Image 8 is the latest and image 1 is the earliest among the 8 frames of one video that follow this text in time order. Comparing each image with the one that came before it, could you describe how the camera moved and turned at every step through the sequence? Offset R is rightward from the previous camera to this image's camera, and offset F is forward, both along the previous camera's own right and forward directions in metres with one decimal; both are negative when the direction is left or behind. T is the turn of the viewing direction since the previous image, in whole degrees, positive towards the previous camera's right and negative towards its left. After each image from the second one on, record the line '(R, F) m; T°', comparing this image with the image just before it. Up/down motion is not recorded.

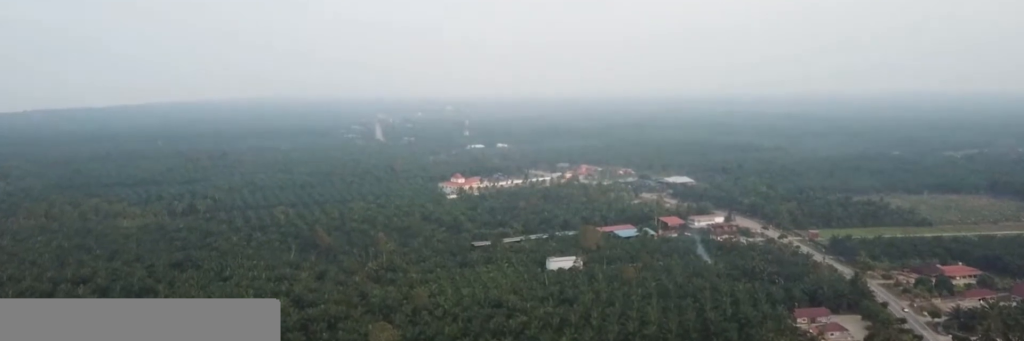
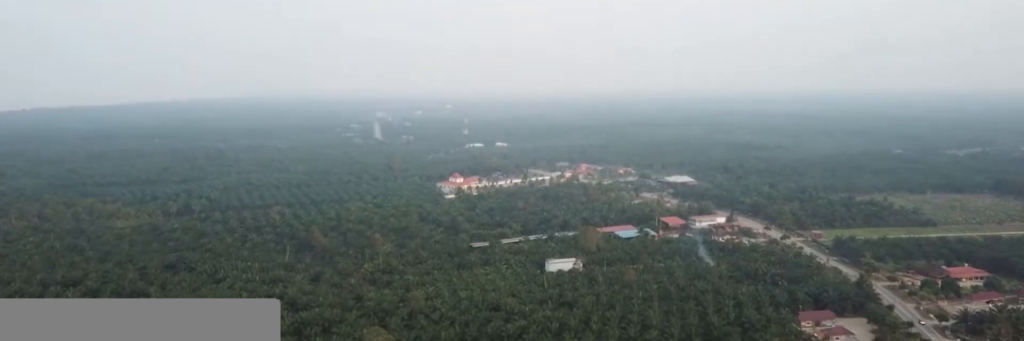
(0.0, +7.6) m; 0°
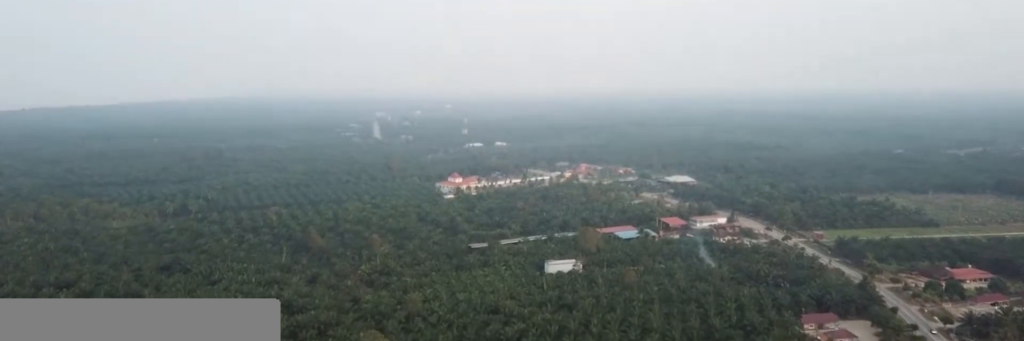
(0.0, +4.5) m; 0°
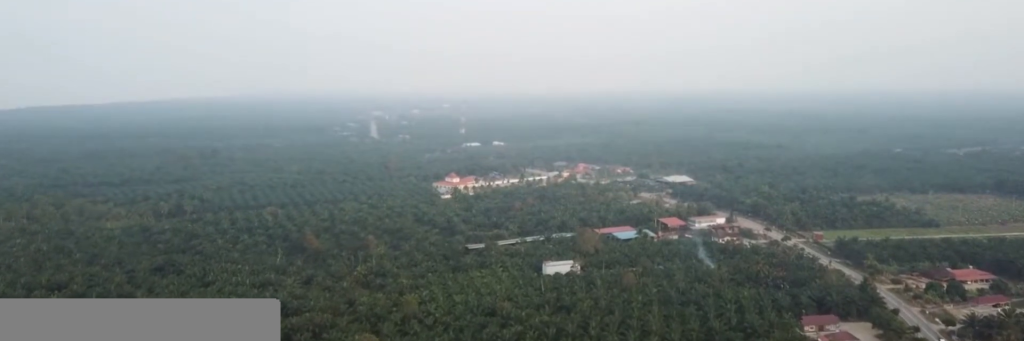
(0.0, +3.9) m; 0°
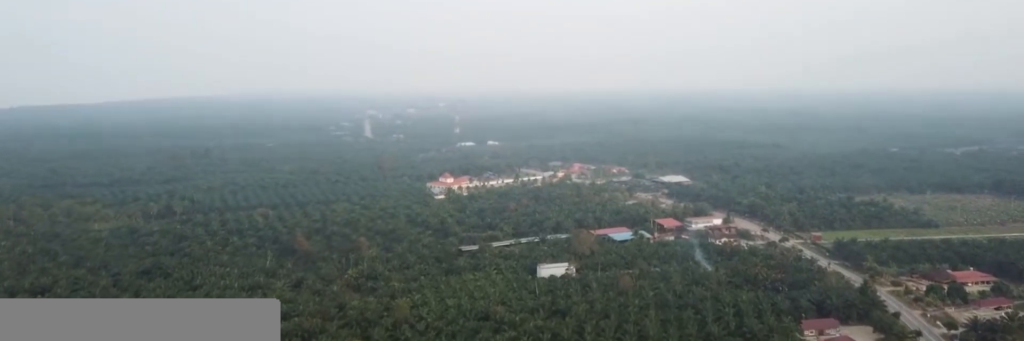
(0.0, +7.3) m; 0°
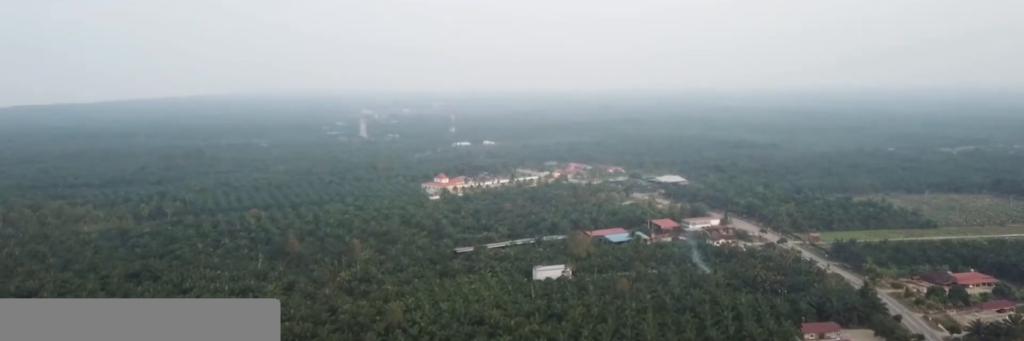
(0.0, +6.0) m; 0°
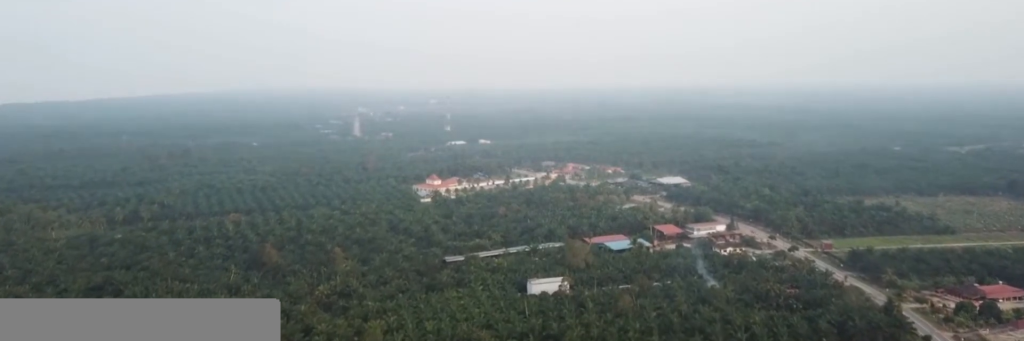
(+0.2, +30.4) m; 0°
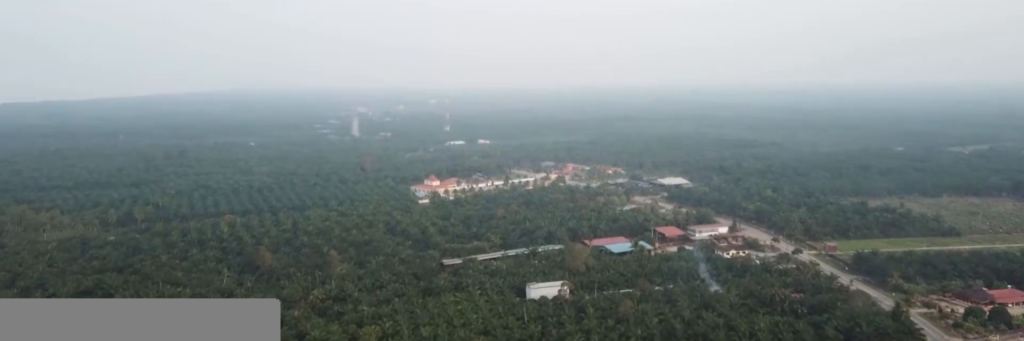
(0.0, +8.1) m; 0°
